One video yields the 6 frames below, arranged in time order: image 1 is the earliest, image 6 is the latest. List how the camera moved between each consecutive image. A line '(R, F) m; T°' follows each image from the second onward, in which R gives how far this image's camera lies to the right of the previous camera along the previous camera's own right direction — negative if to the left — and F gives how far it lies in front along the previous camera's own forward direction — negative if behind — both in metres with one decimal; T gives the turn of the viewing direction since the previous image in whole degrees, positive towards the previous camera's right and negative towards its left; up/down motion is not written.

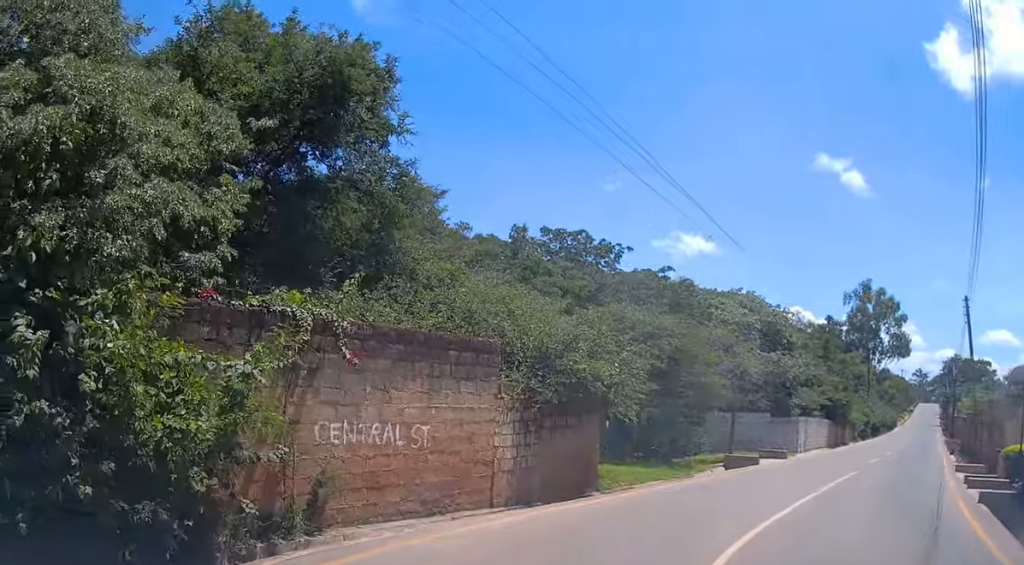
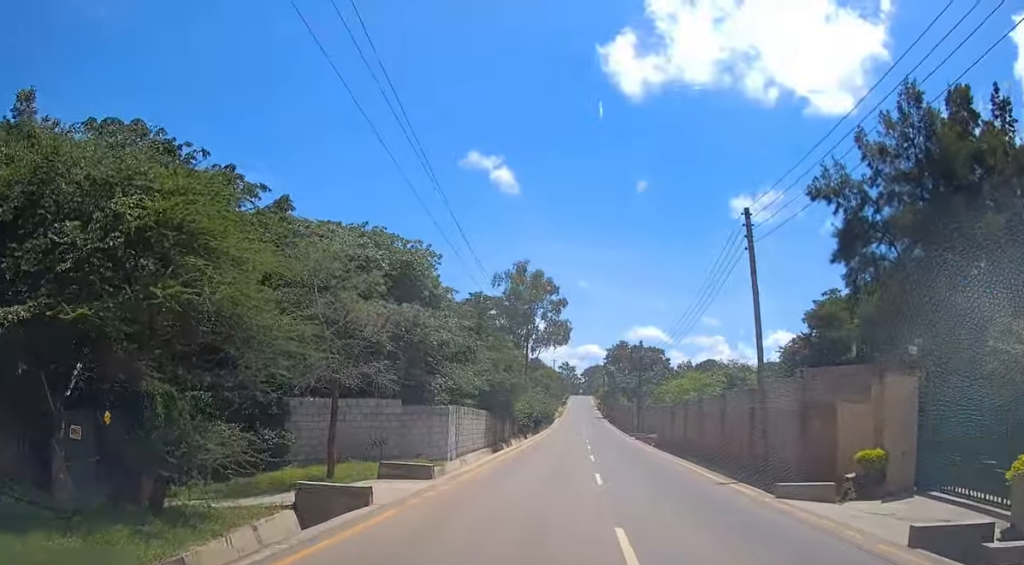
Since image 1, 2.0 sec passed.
(+2.7, +13.2) m; +21°
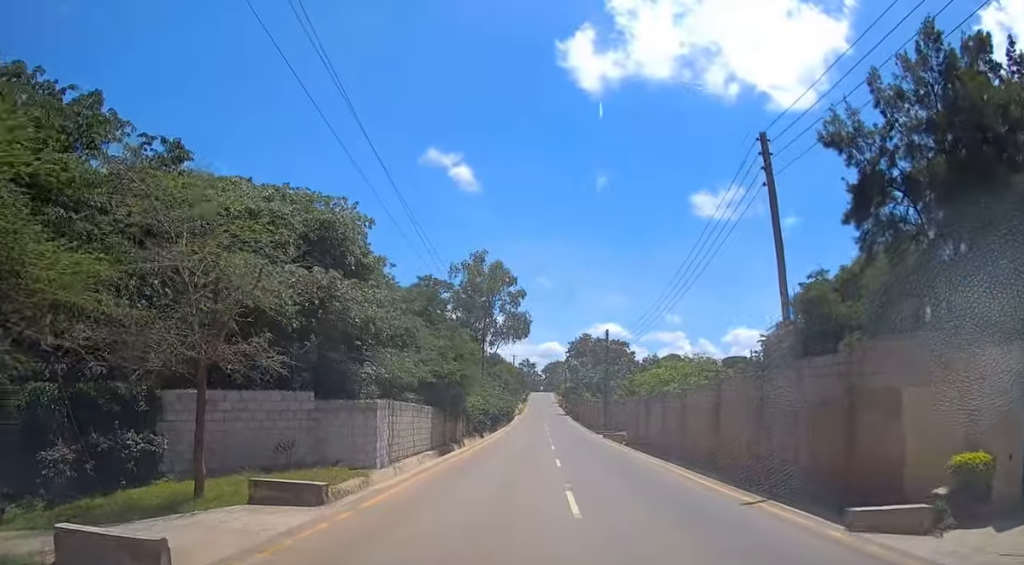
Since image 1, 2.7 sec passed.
(+0.2, +5.1) m; +2°
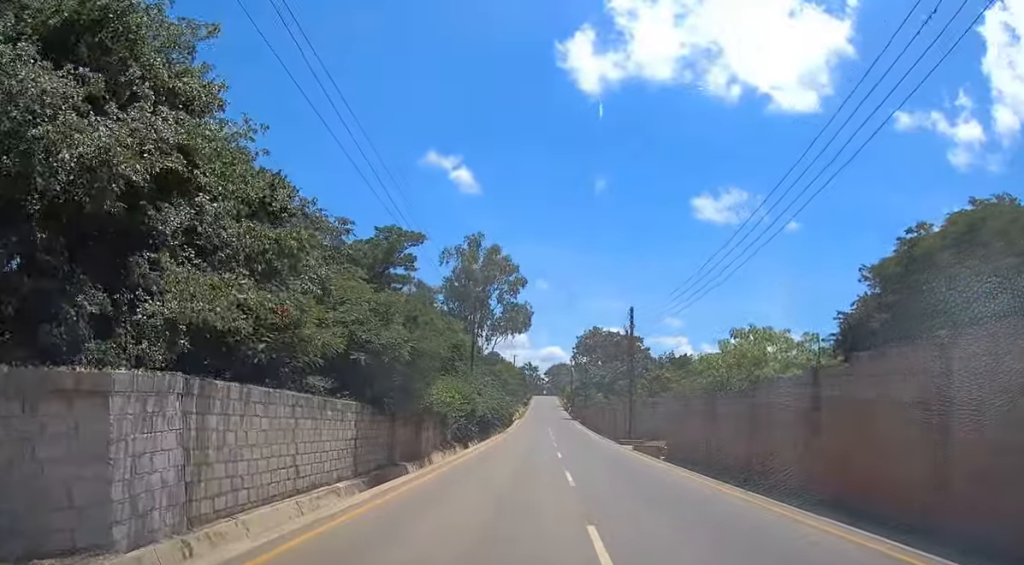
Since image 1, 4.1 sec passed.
(+0.1, +13.3) m; 0°
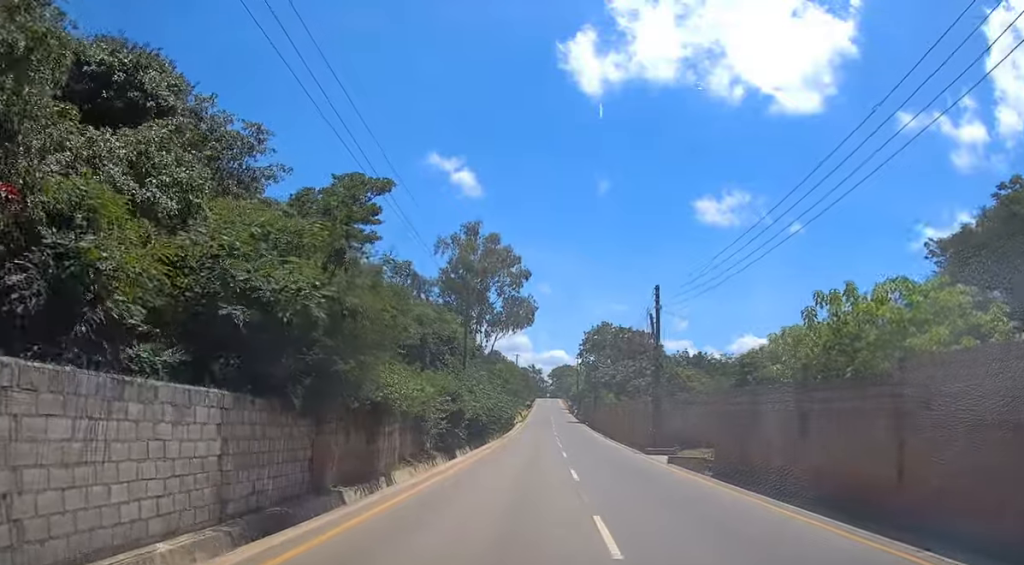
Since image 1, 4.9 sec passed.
(0.0, +7.9) m; 0°
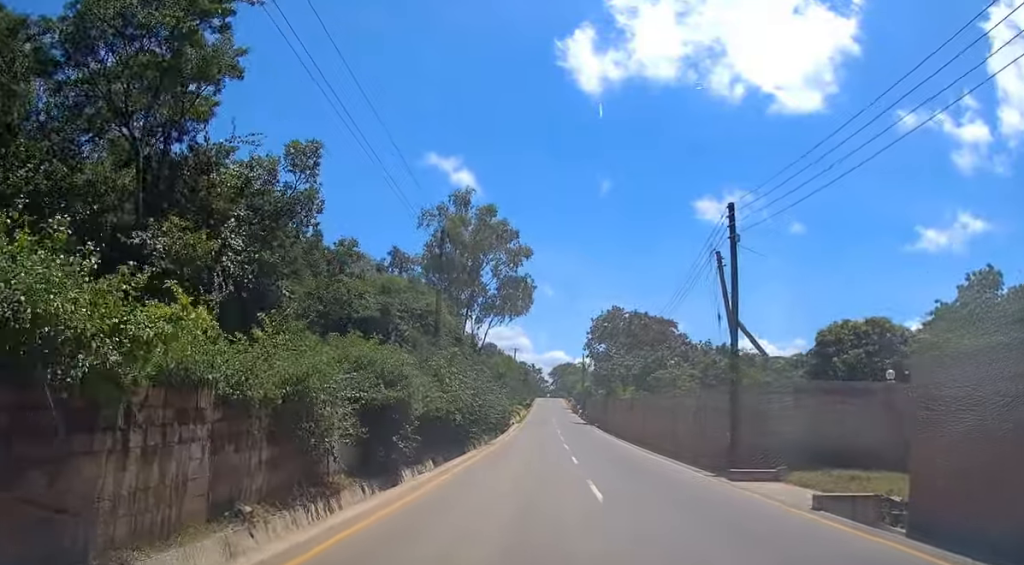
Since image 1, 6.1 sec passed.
(0.0, +13.4) m; 0°
